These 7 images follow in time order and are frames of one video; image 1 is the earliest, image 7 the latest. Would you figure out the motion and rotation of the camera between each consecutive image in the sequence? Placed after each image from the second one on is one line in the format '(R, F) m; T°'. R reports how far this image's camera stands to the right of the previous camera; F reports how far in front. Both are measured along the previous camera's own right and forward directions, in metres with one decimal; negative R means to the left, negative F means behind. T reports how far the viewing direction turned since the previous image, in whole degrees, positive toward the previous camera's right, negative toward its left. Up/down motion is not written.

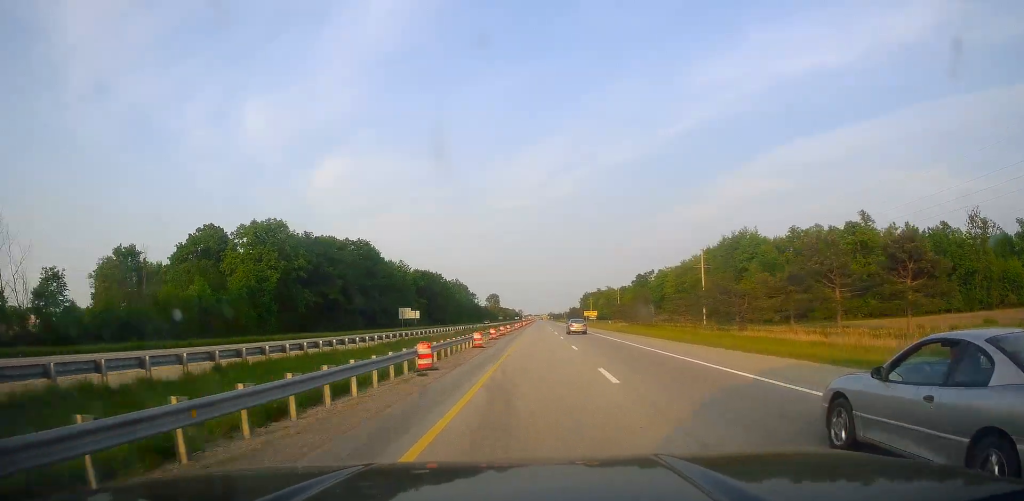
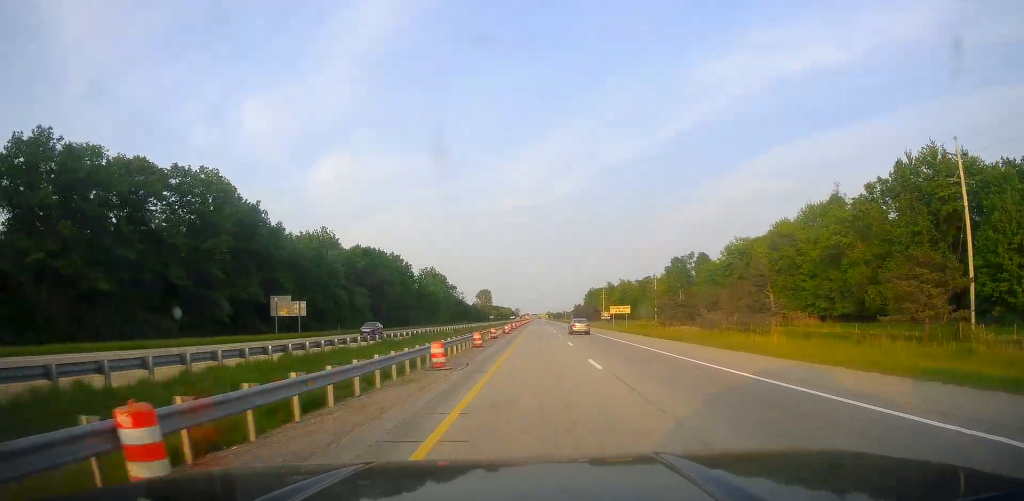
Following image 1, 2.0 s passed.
(+0.1, +72.3) m; 0°
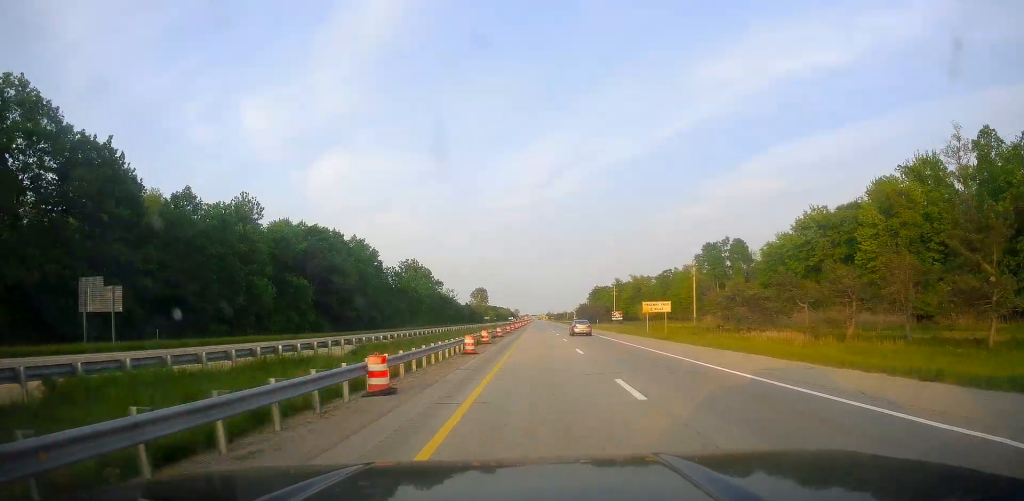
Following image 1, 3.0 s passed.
(+0.4, +37.0) m; 0°
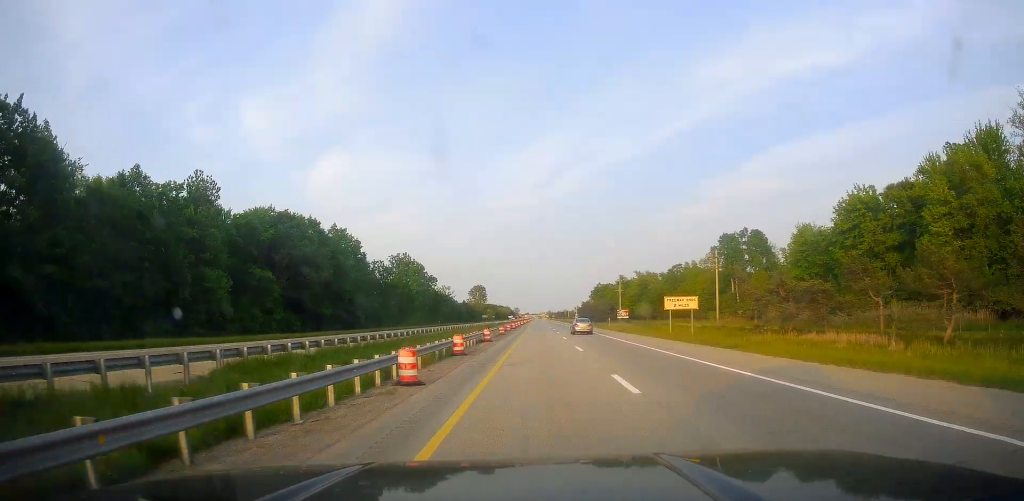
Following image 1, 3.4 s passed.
(-0.1, +14.3) m; 0°
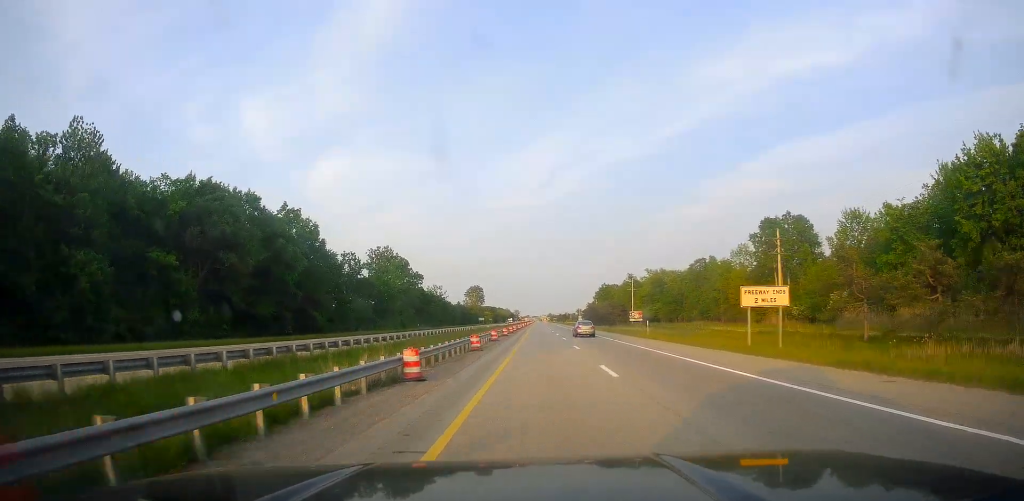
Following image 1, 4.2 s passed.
(-0.3, +26.2) m; -1°
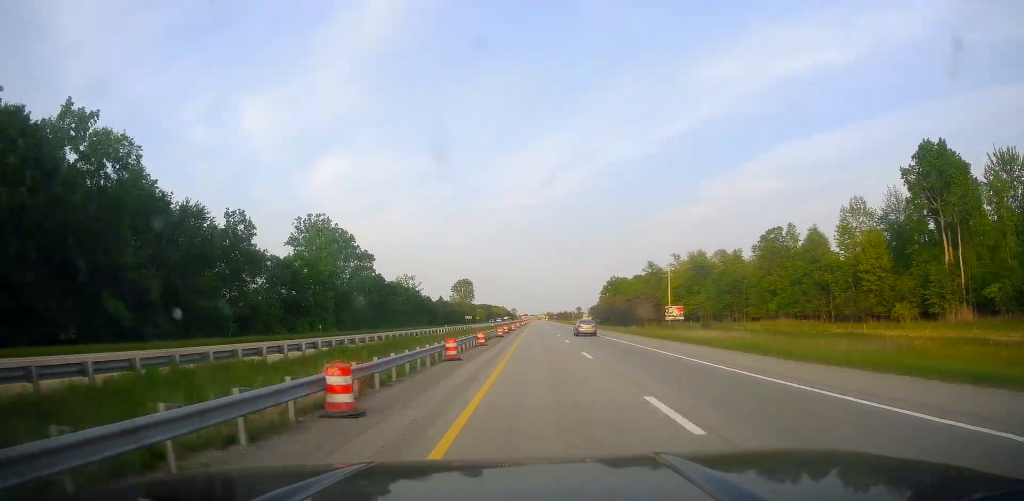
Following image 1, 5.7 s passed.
(0.0, +53.8) m; +1°
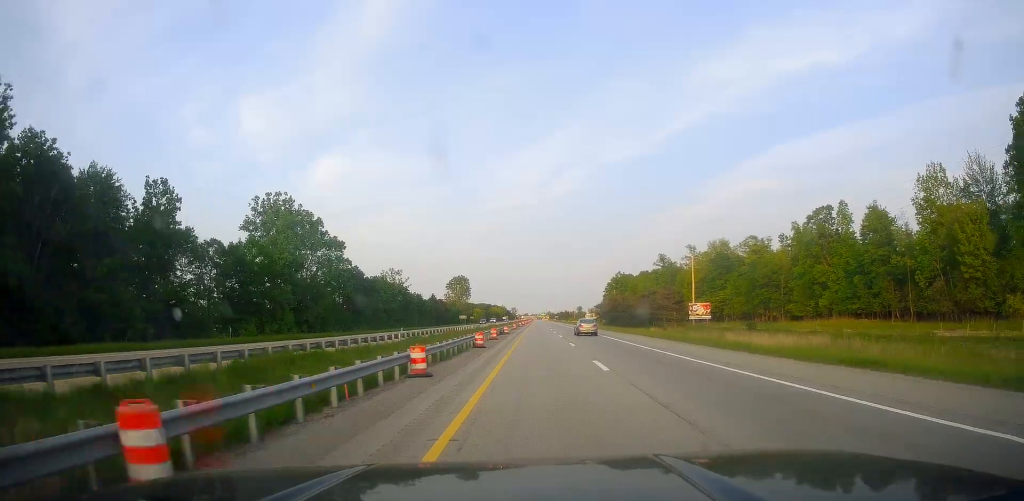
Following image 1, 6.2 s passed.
(0.0, +20.4) m; 0°
